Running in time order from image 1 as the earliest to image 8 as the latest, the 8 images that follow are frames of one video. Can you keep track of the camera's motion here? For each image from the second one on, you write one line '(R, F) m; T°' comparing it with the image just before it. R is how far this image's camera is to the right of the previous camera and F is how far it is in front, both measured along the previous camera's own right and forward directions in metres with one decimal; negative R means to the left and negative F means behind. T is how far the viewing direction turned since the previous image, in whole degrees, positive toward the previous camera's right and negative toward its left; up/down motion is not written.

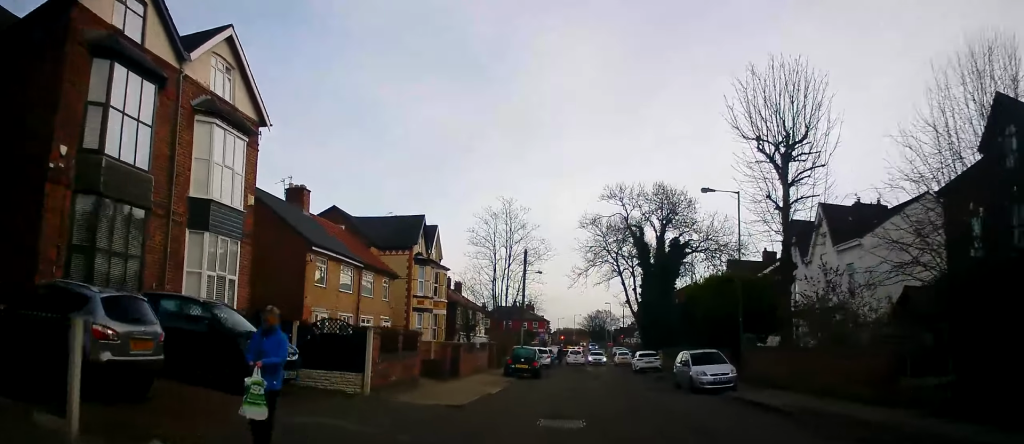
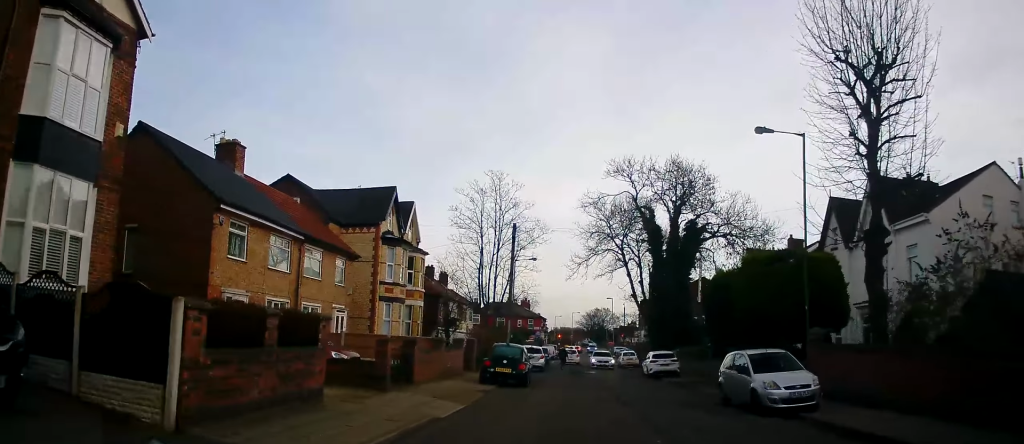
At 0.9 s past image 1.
(-0.5, +7.3) m; -1°
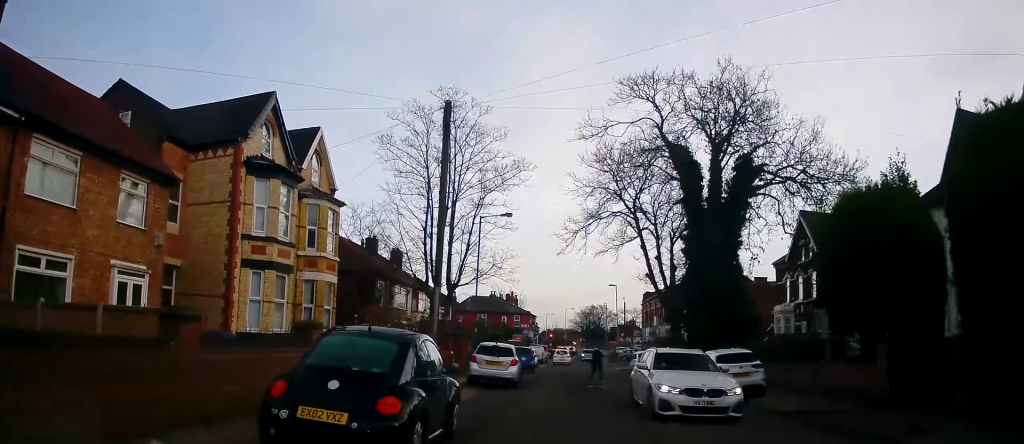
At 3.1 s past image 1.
(+0.8, +15.1) m; +5°
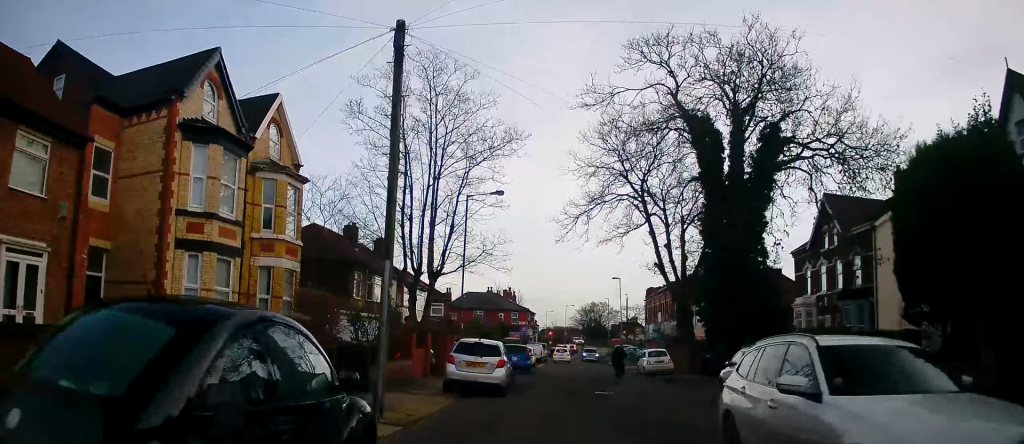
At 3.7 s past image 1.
(+0.1, +4.2) m; 0°
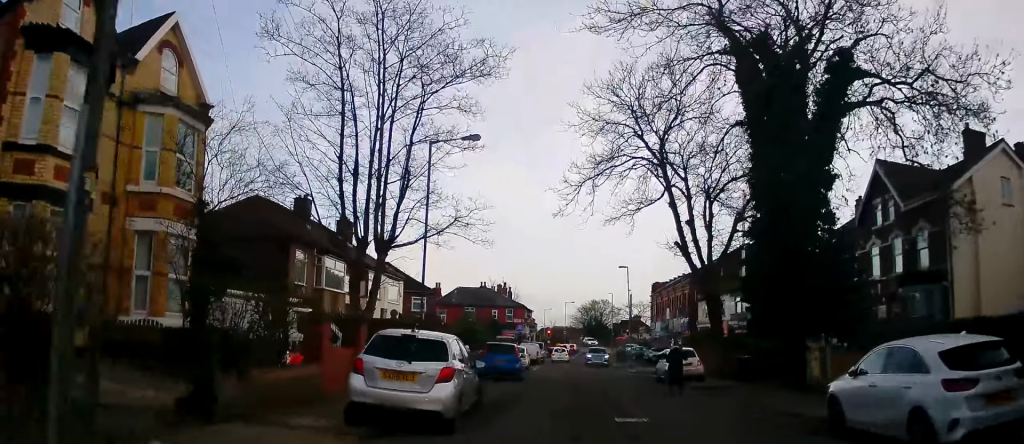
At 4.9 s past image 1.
(-0.2, +7.3) m; -2°
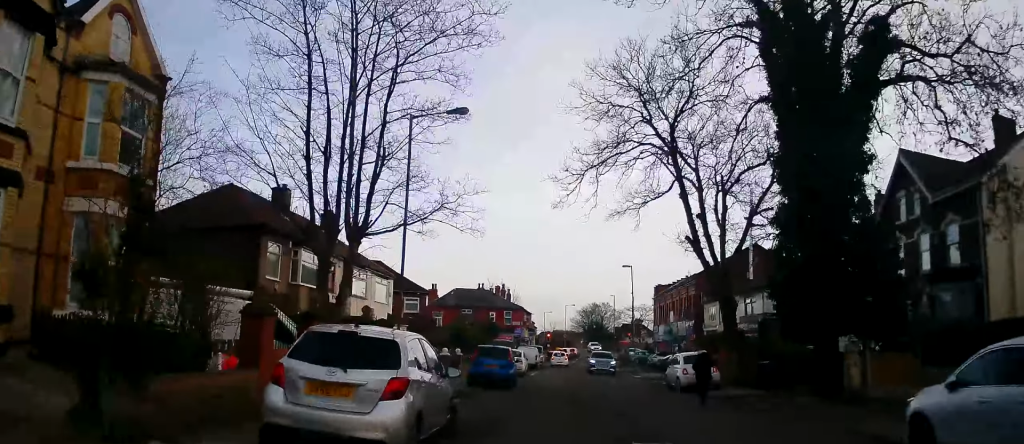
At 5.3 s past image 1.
(0.0, +2.5) m; -1°
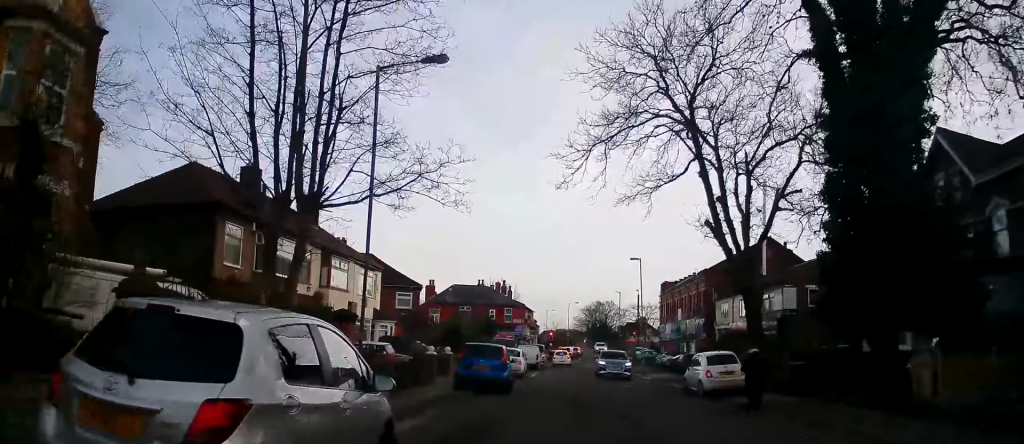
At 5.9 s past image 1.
(0.0, +3.2) m; -1°
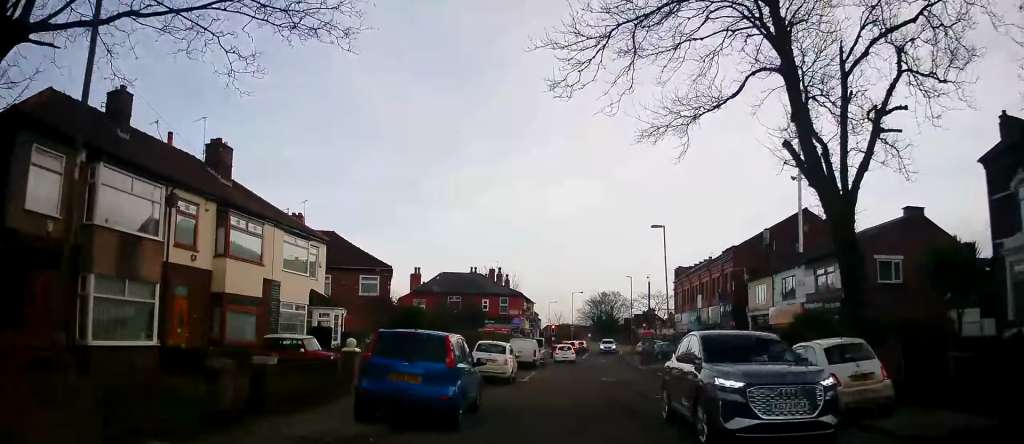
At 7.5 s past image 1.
(0.0, +8.9) m; +4°
